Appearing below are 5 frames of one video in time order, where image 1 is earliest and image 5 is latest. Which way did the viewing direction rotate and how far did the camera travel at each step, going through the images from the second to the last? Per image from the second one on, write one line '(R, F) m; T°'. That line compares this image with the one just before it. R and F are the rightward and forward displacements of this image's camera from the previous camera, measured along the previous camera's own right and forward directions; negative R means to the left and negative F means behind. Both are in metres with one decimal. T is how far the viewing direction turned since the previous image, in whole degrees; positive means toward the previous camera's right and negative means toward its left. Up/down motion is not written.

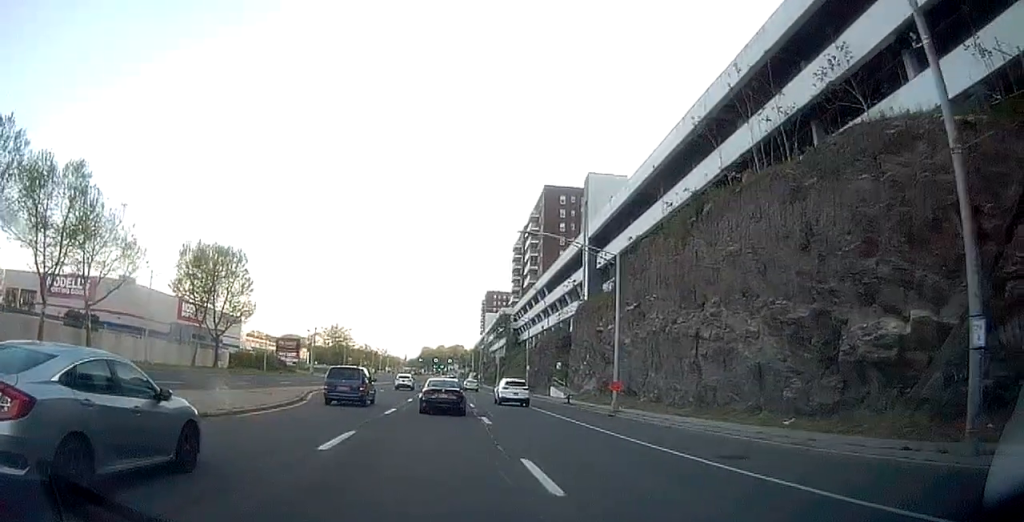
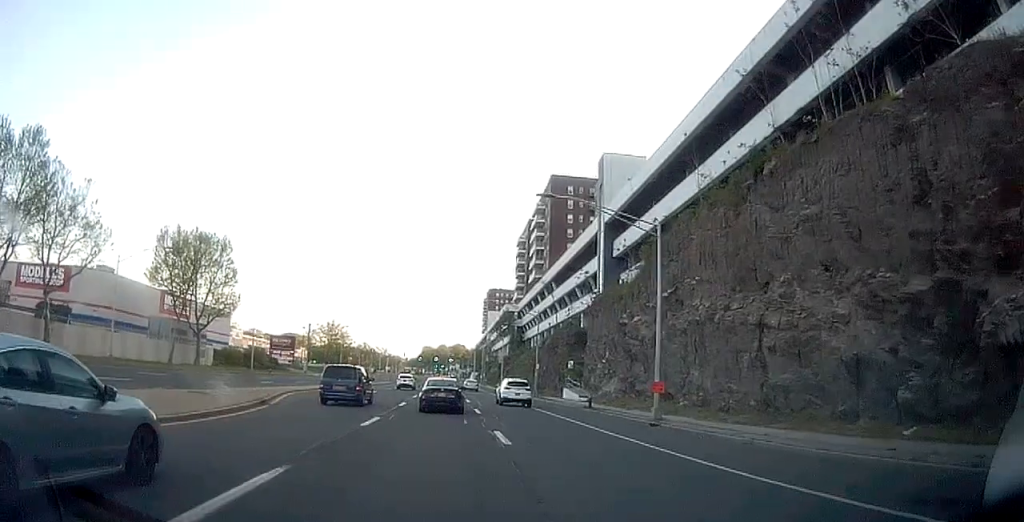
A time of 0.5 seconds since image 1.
(-0.2, +6.7) m; +1°
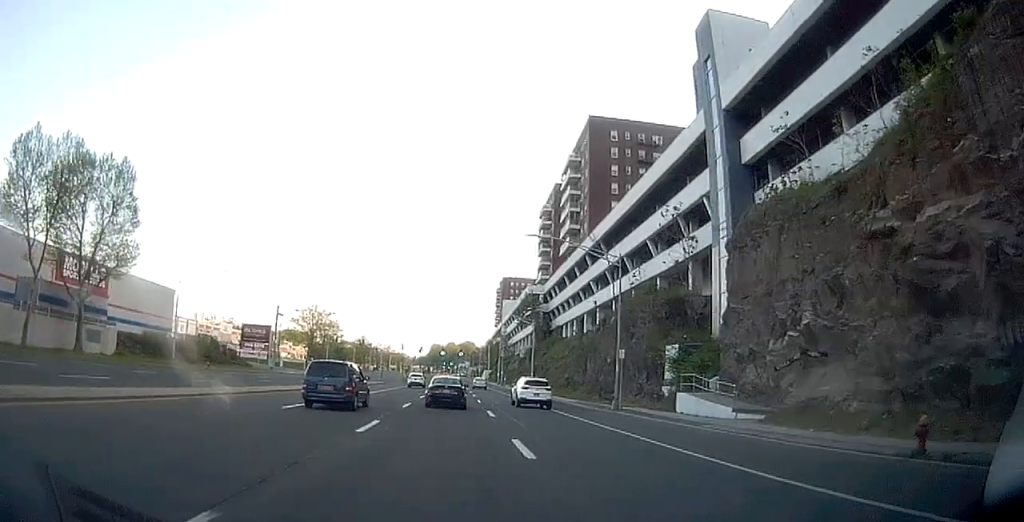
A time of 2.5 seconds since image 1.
(0.0, +27.8) m; -1°
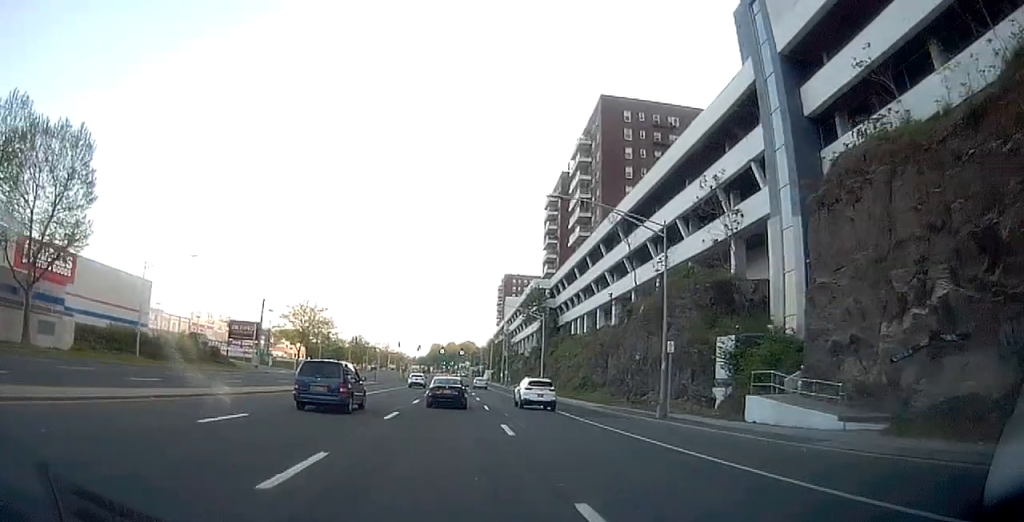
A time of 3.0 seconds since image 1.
(0.0, +7.5) m; 0°
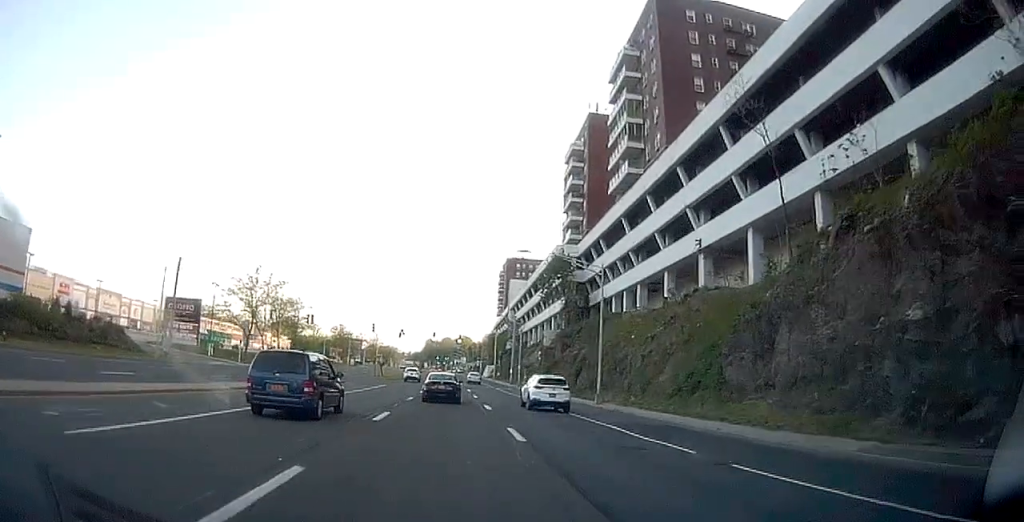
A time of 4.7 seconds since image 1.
(+0.6, +26.4) m; +1°
